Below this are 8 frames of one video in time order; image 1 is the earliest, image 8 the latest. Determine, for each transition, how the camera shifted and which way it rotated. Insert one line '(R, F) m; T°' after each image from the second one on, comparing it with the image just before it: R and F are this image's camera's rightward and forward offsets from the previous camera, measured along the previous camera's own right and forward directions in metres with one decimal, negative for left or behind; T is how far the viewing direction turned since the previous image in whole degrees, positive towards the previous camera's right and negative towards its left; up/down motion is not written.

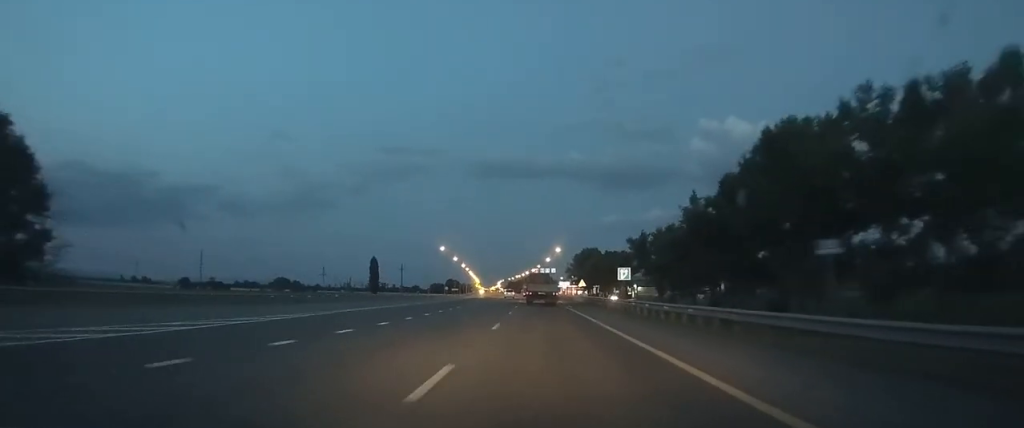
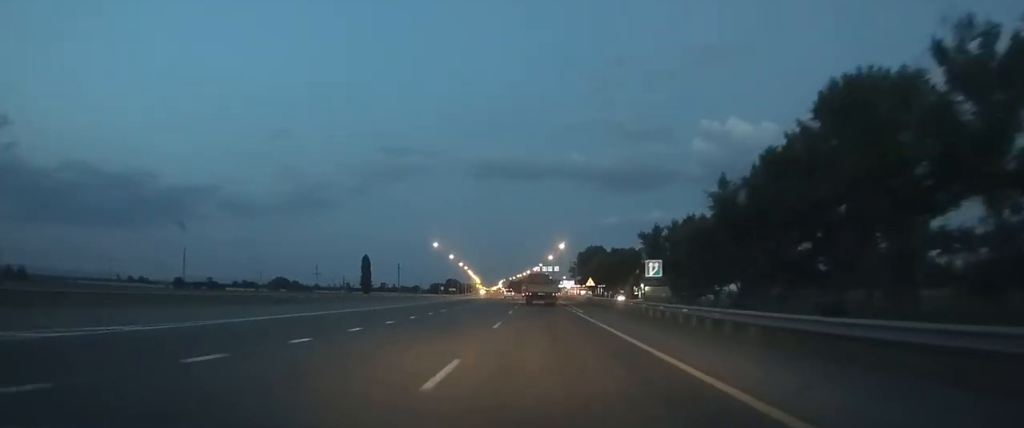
(0.0, +11.1) m; 0°
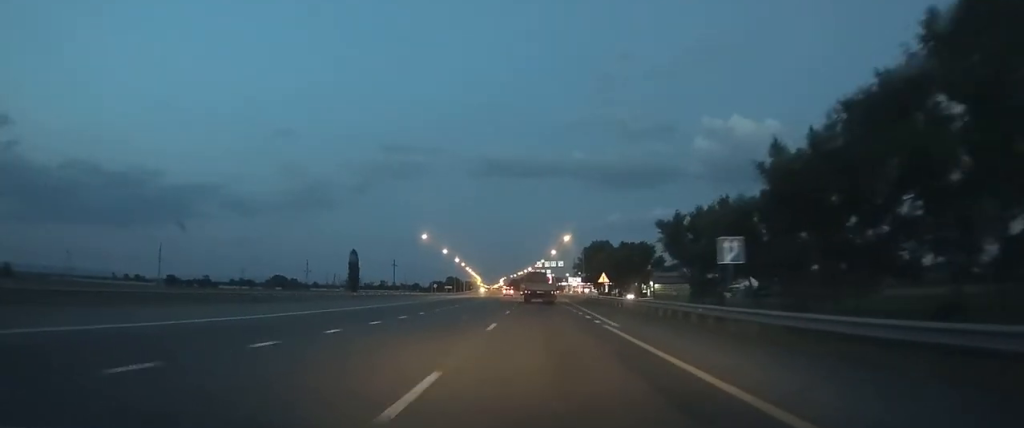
(-0.1, +13.8) m; 0°
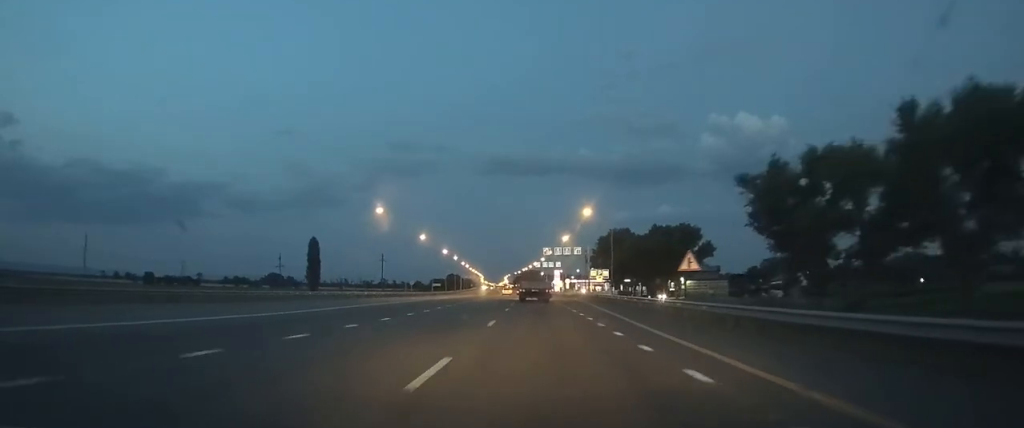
(-0.2, +34.2) m; 0°
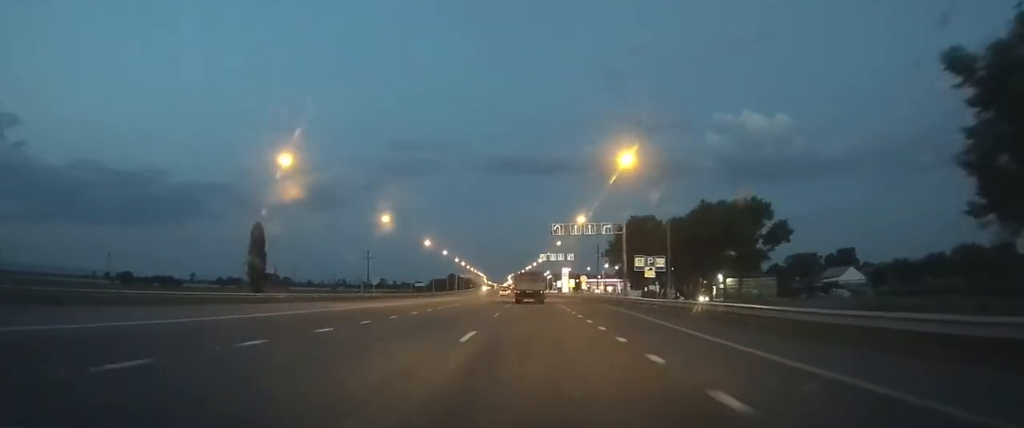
(-0.1, +29.9) m; 0°
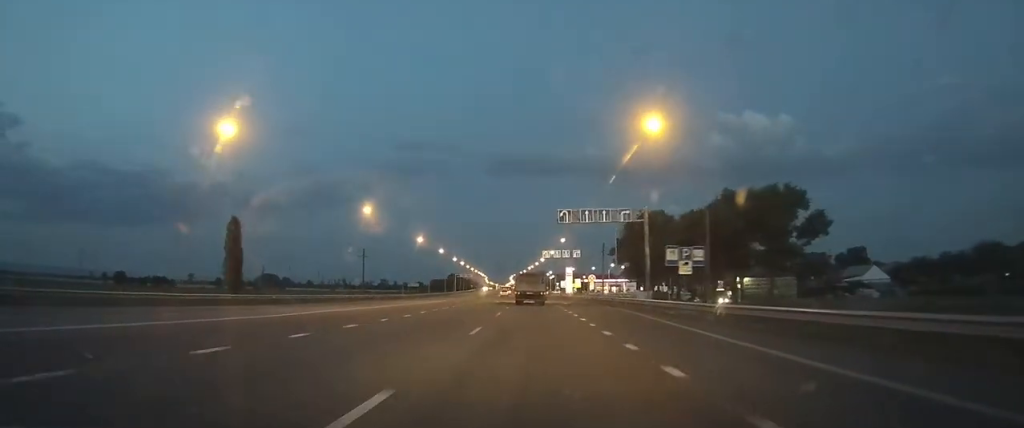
(0.0, +9.6) m; 0°
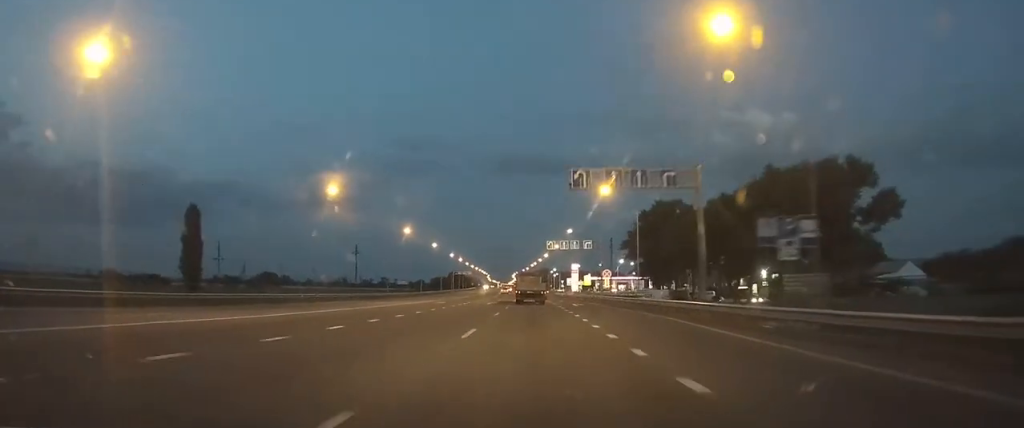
(0.0, +13.4) m; 0°
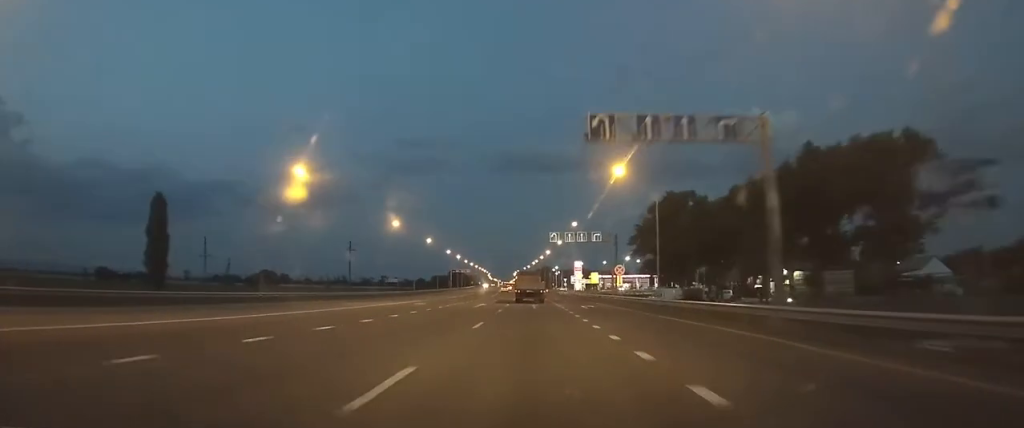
(-0.1, +8.9) m; 0°
